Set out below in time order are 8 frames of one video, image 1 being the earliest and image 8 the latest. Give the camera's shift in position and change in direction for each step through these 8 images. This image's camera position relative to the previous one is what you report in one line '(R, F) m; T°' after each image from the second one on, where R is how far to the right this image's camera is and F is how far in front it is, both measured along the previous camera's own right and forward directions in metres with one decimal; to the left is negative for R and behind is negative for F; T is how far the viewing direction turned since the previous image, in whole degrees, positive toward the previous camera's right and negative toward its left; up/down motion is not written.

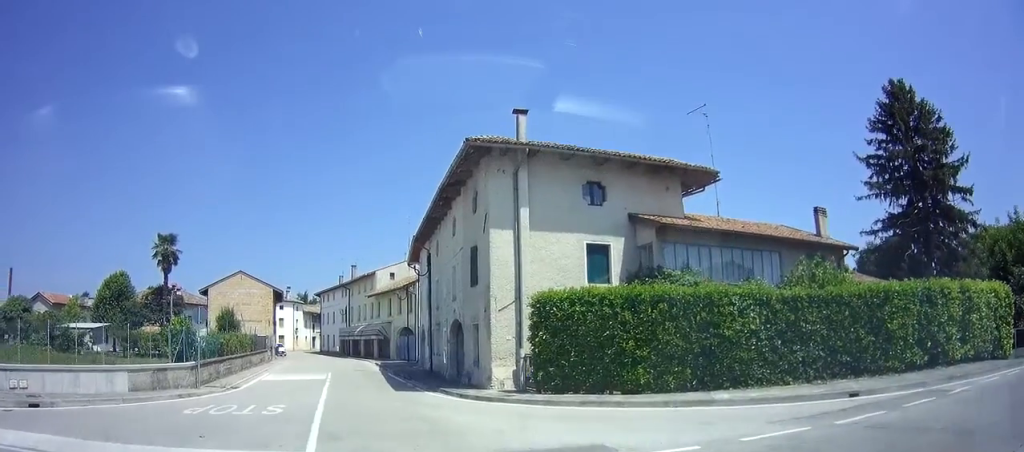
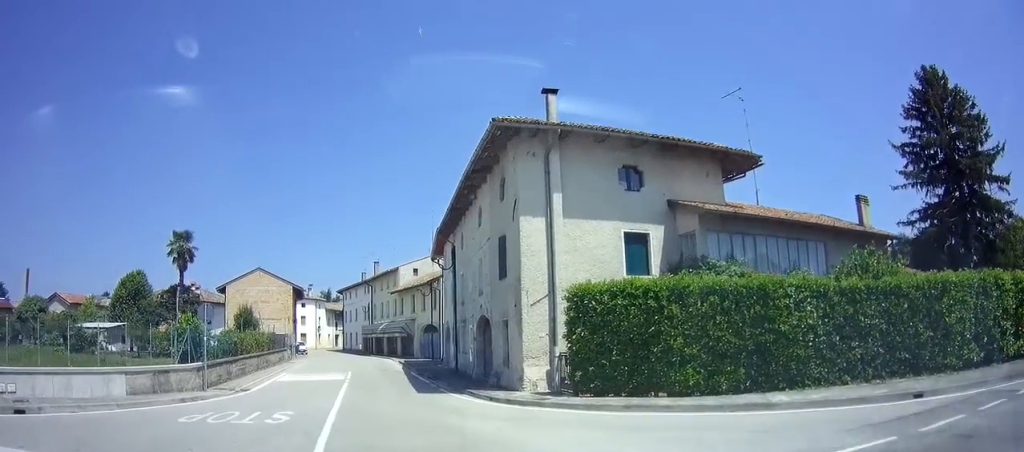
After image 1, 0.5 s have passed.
(0.0, +2.3) m; 0°
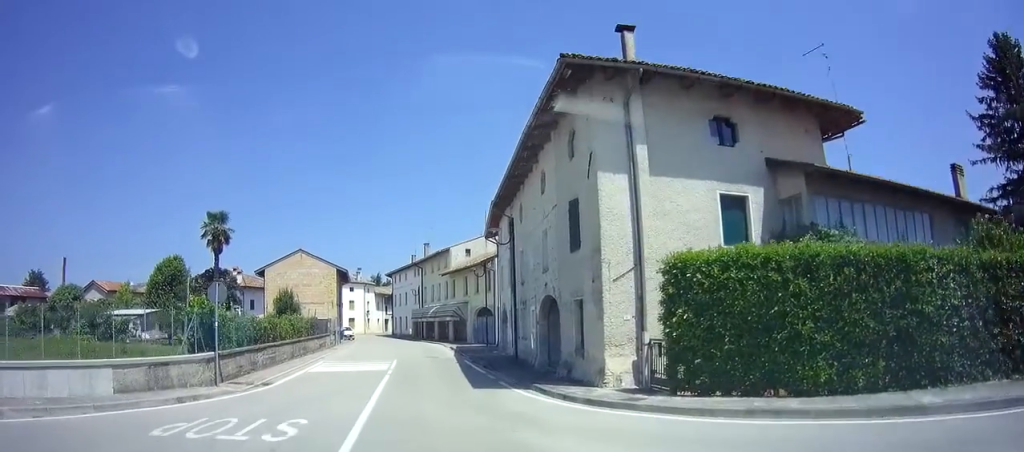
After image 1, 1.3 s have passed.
(0.0, +4.0) m; 0°
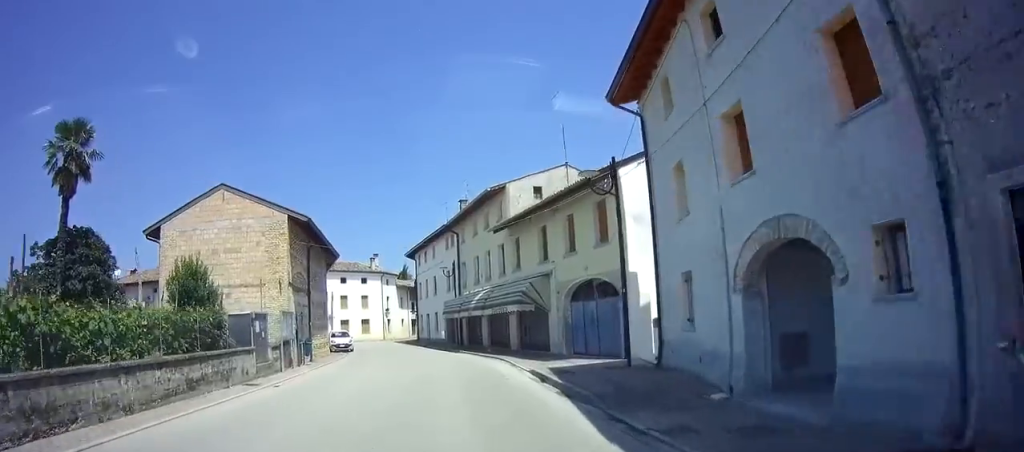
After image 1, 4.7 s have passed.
(0.0, +21.8) m; 0°
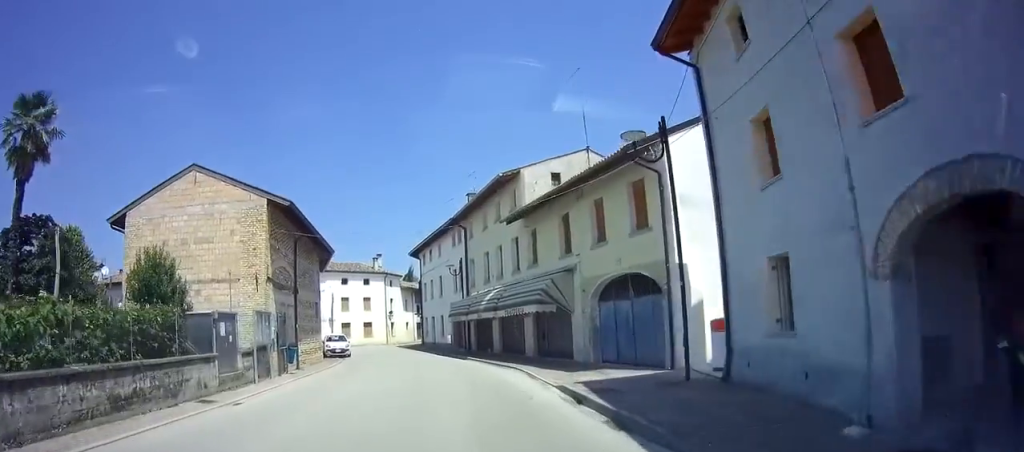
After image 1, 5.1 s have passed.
(0.0, +3.0) m; 0°
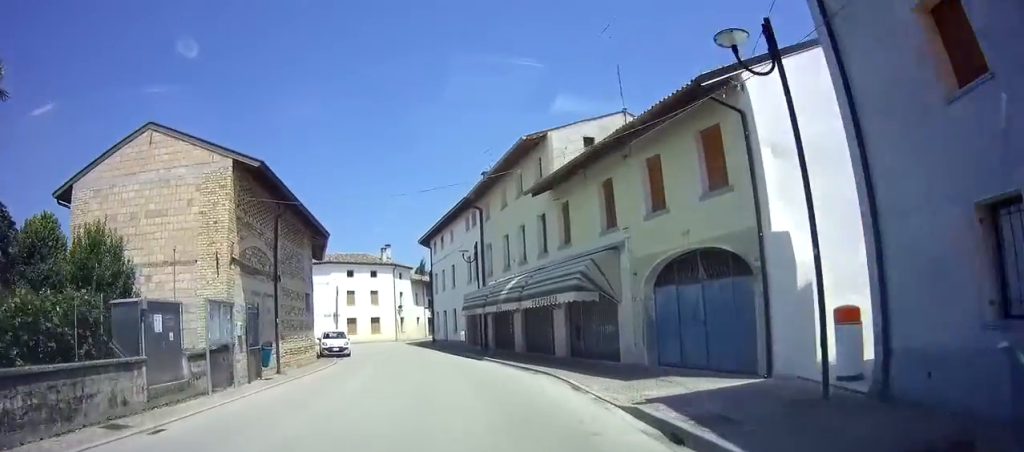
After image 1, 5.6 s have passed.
(0.0, +3.5) m; 0°
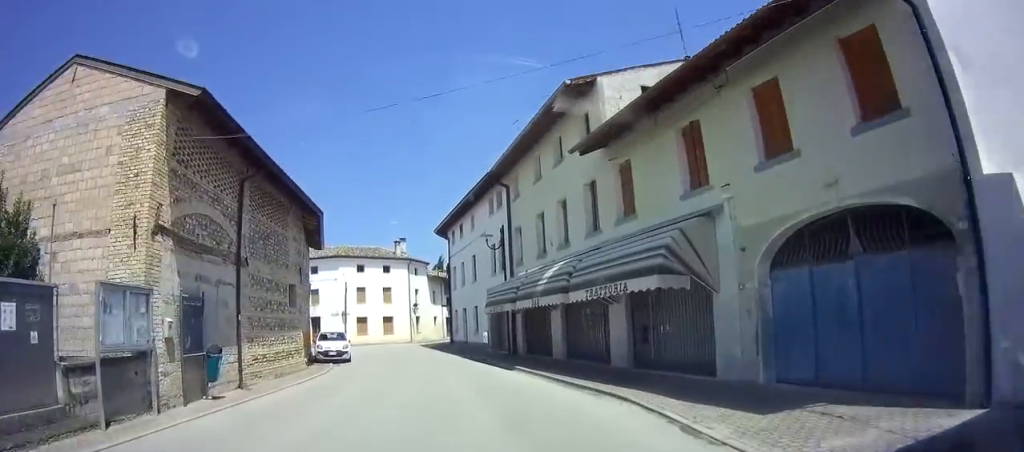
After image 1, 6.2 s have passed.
(0.0, +4.0) m; 0°
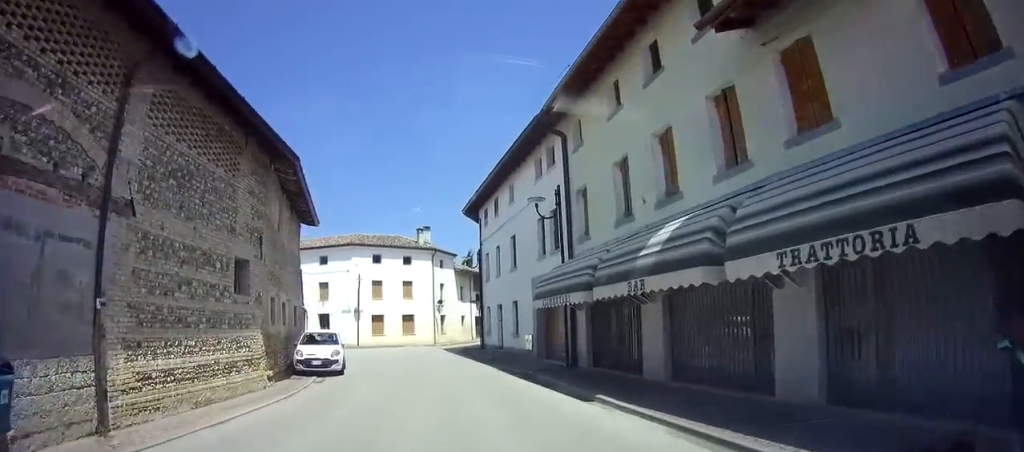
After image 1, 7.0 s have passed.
(0.0, +5.7) m; 0°
